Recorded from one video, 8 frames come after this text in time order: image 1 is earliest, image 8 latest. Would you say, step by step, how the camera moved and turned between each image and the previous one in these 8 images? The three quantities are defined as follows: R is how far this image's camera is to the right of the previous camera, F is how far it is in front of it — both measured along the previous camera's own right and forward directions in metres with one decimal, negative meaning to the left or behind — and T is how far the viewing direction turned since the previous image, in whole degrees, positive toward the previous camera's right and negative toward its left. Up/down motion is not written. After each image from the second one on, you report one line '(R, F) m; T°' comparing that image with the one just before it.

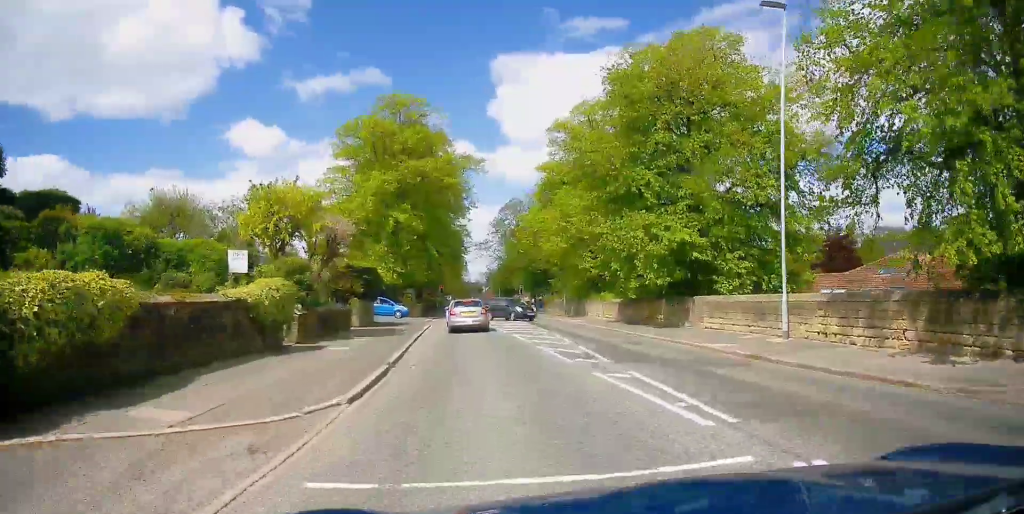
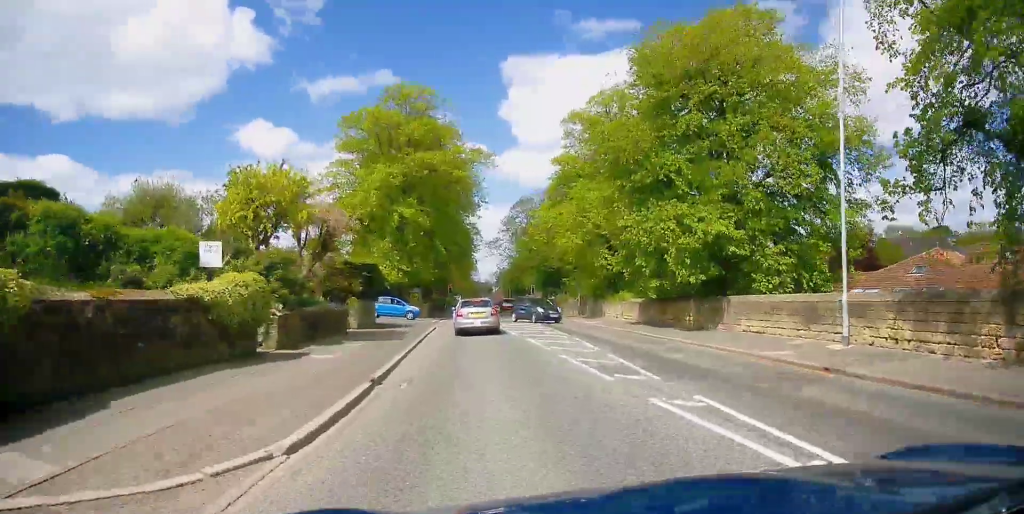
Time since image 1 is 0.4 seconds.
(-0.3, +3.0) m; -2°
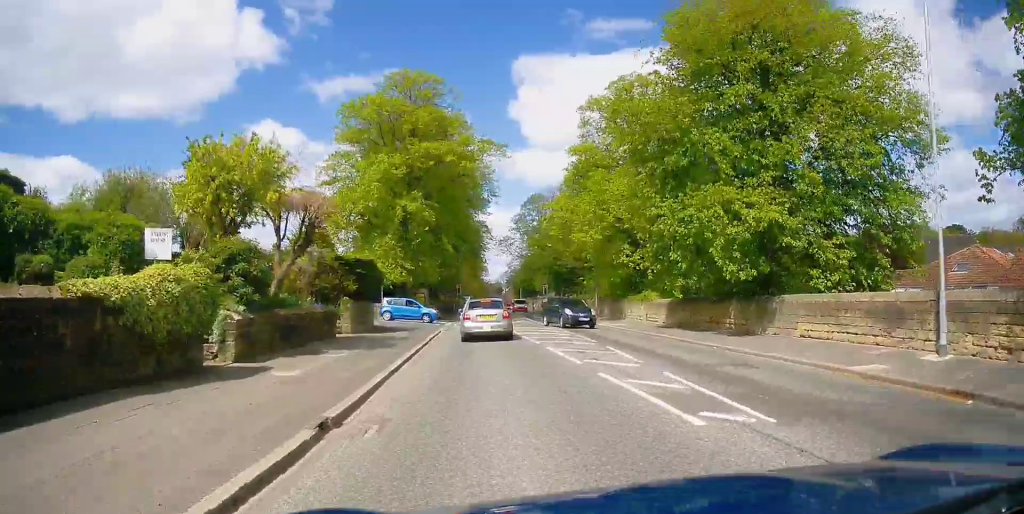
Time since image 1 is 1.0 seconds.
(-0.1, +3.7) m; 0°
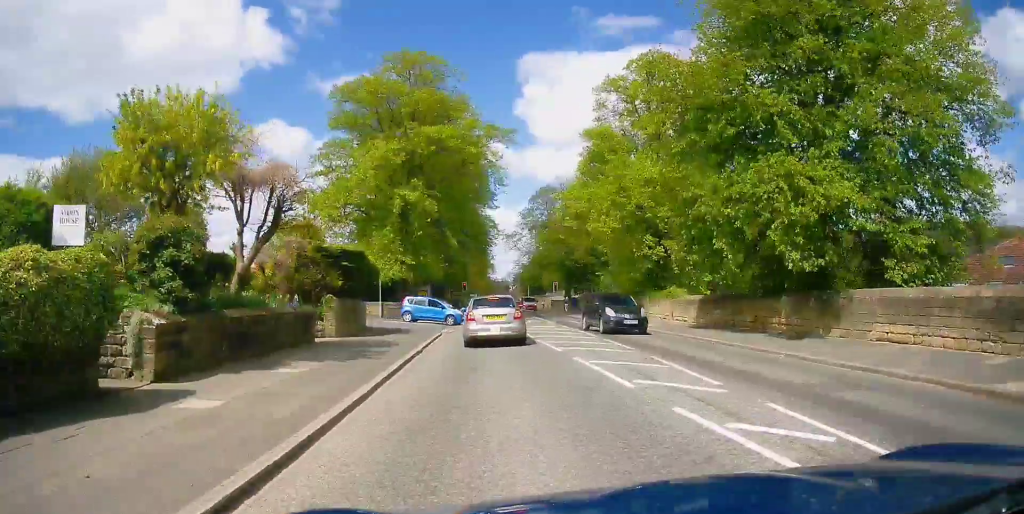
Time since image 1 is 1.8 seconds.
(+0.1, +4.0) m; +2°
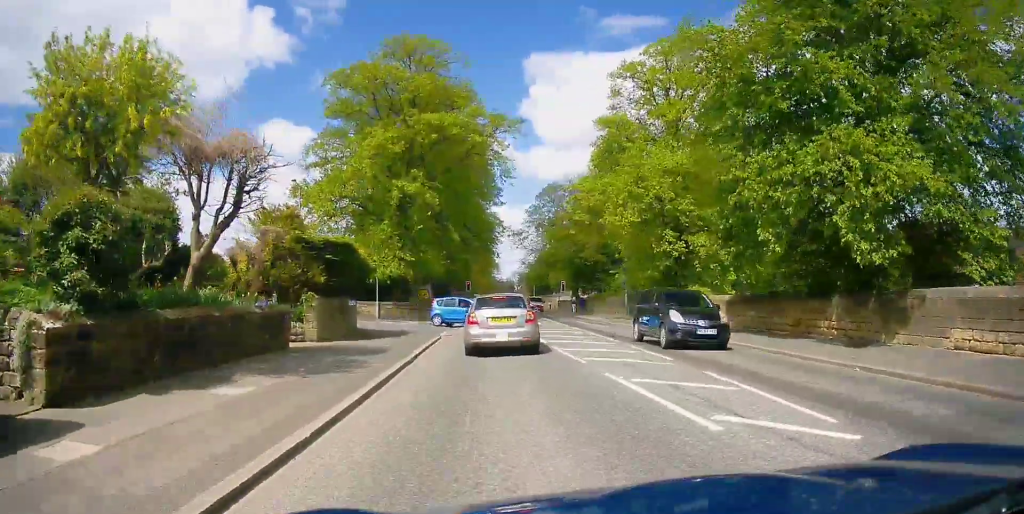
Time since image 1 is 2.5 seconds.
(+0.1, +3.1) m; -2°
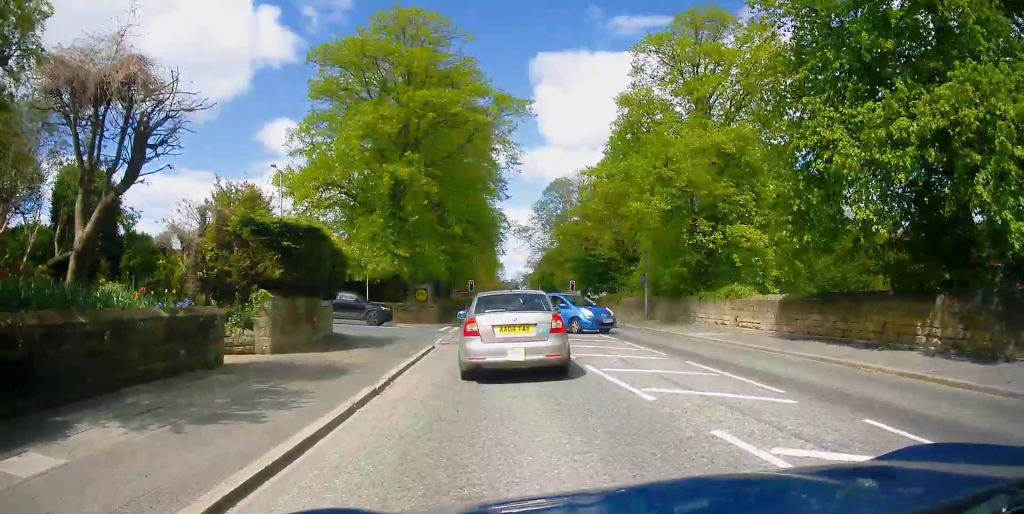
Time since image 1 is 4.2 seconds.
(-0.4, +4.9) m; -7°
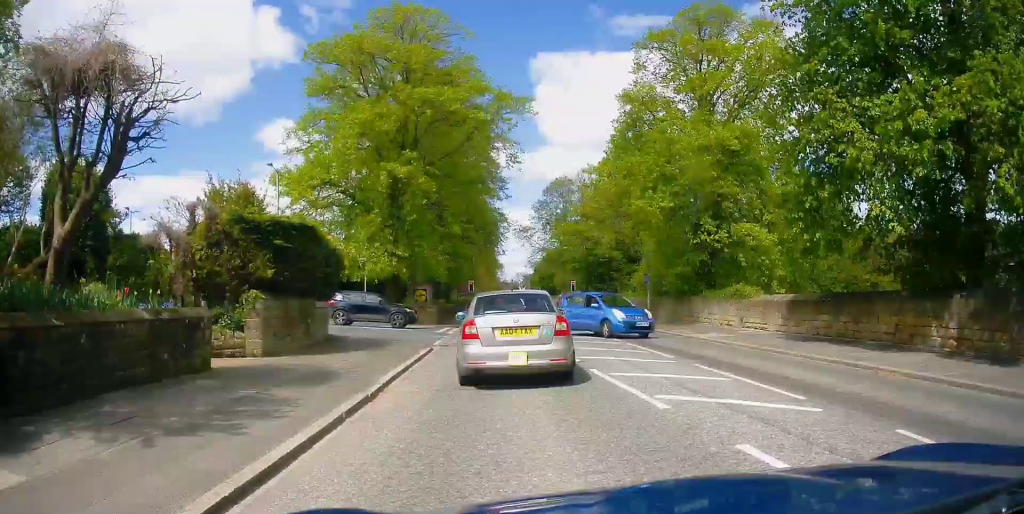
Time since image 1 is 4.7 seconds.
(0.0, +0.9) m; 0°
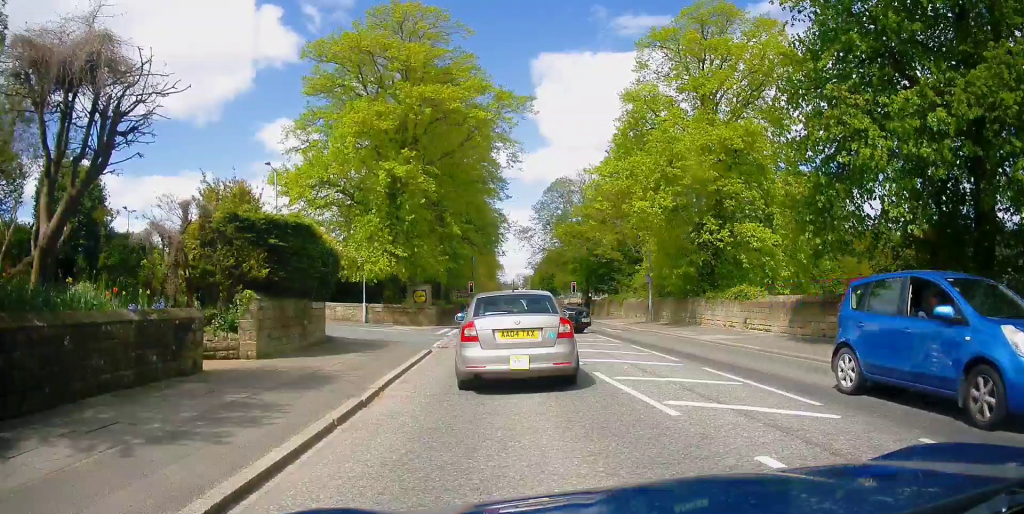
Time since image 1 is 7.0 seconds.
(0.0, +0.9) m; 0°
